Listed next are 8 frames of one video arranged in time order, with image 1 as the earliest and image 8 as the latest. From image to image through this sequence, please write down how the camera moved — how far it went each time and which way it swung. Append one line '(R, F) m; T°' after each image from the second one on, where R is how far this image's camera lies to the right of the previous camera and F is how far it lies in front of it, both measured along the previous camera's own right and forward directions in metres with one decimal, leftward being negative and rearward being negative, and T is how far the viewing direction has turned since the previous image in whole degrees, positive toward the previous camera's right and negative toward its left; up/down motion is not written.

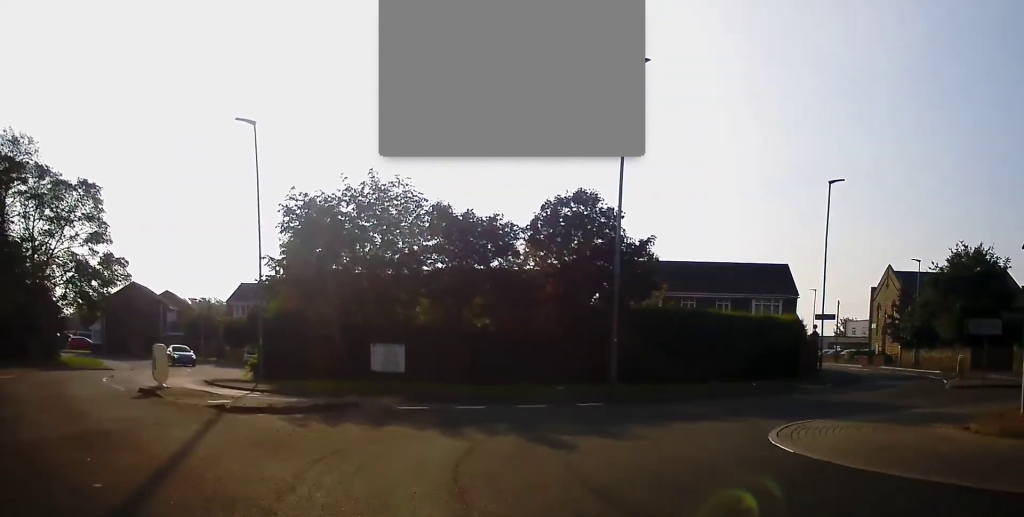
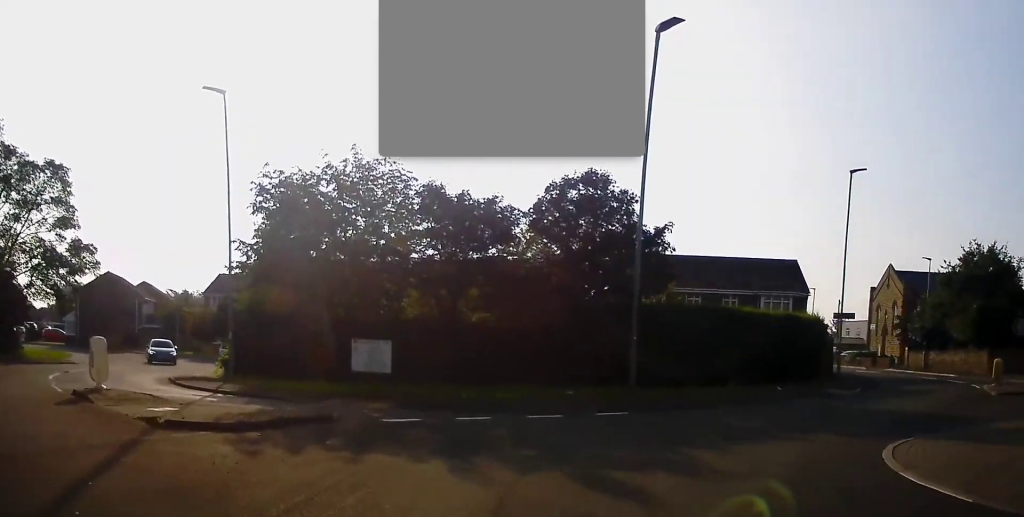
(-0.1, +3.1) m; +2°
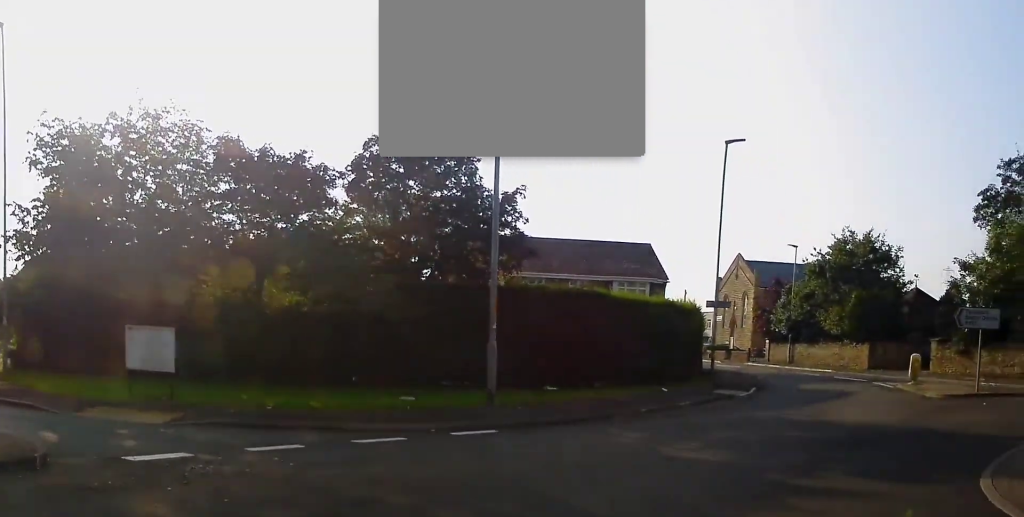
(+0.1, +4.8) m; +13°
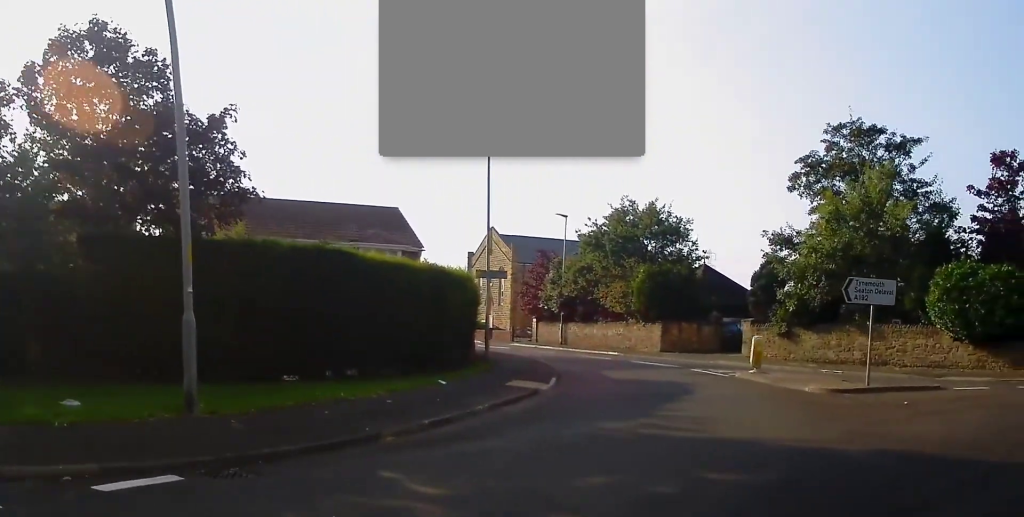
(+1.1, +5.4) m; +17°
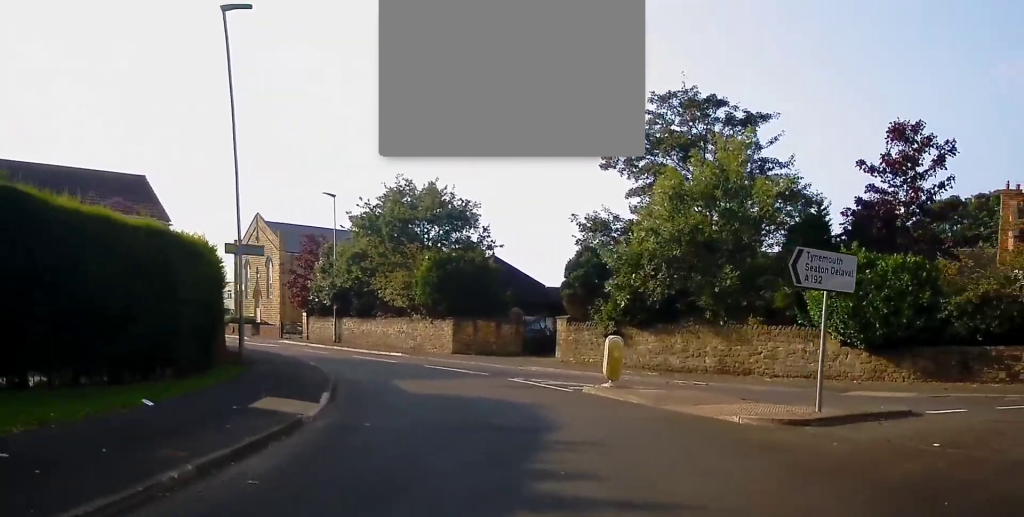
(+0.7, +6.2) m; +12°
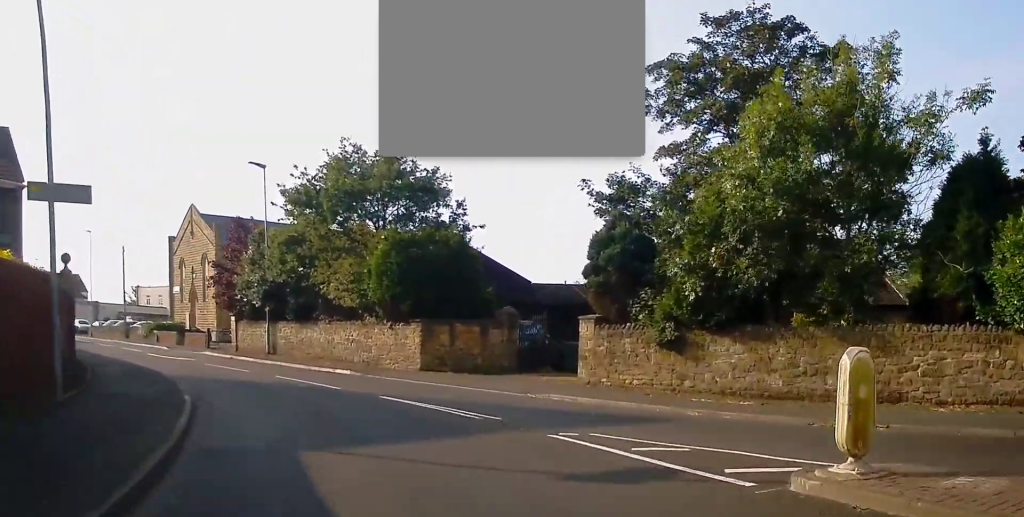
(+0.8, +9.5) m; +3°
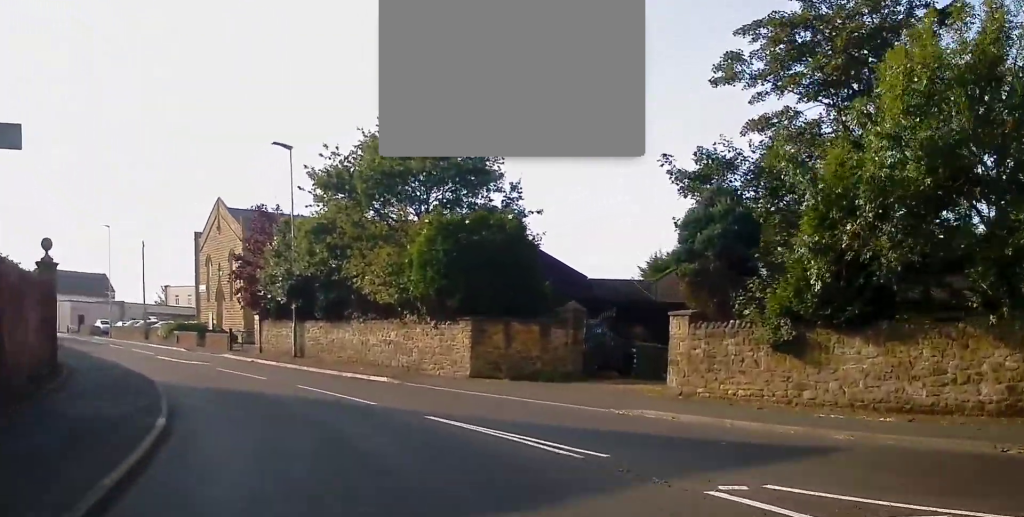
(-0.1, +3.6) m; -2°
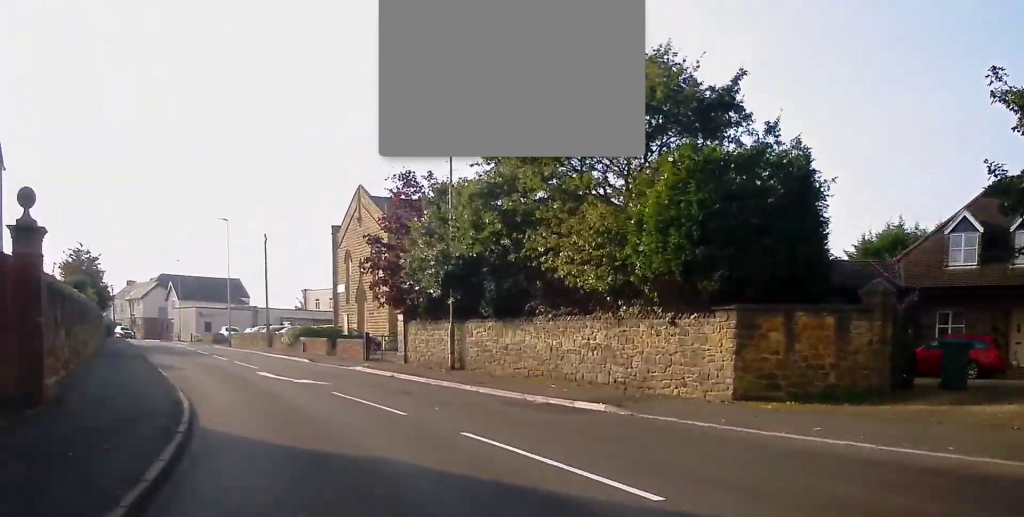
(-0.3, +7.9) m; -8°
